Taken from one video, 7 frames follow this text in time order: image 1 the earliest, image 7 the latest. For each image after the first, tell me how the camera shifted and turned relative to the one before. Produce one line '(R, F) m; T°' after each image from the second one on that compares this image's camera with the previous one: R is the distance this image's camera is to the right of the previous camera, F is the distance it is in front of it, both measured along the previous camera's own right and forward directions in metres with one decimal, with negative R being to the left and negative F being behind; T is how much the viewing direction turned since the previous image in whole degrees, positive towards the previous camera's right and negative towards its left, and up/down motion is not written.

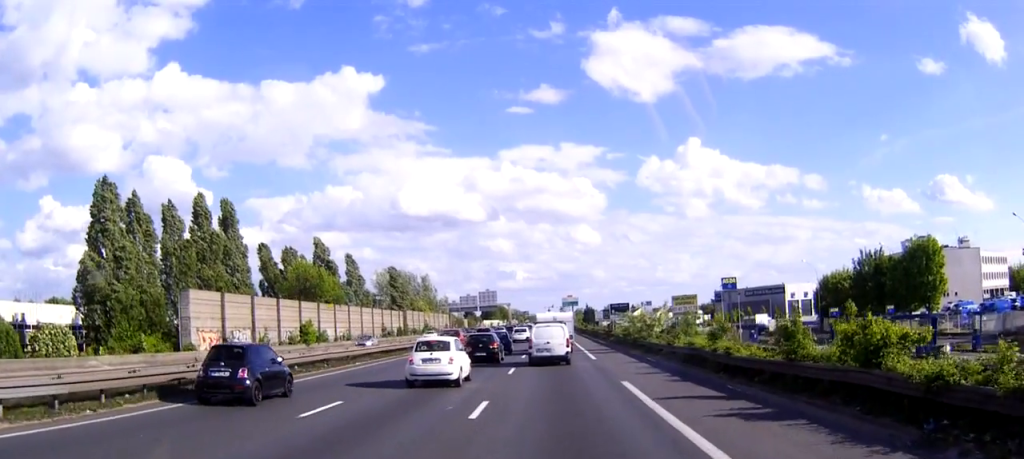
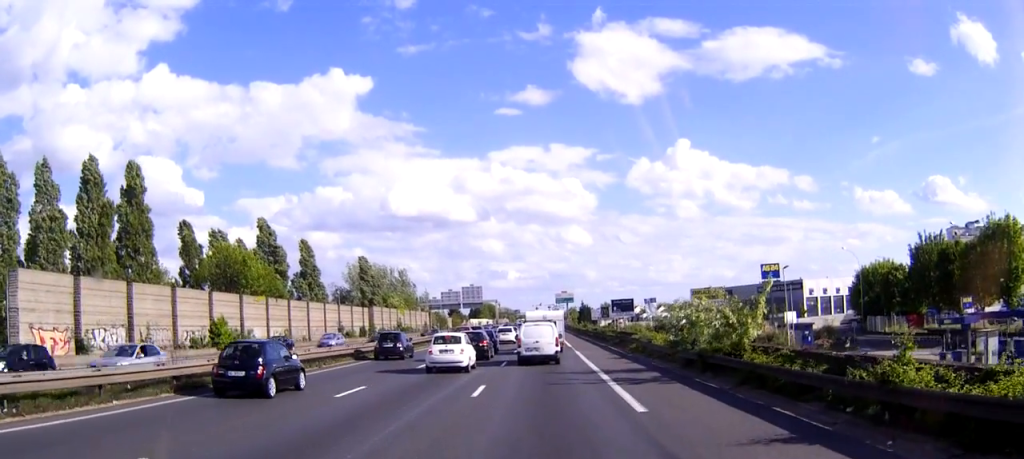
(+0.4, +21.3) m; +2°
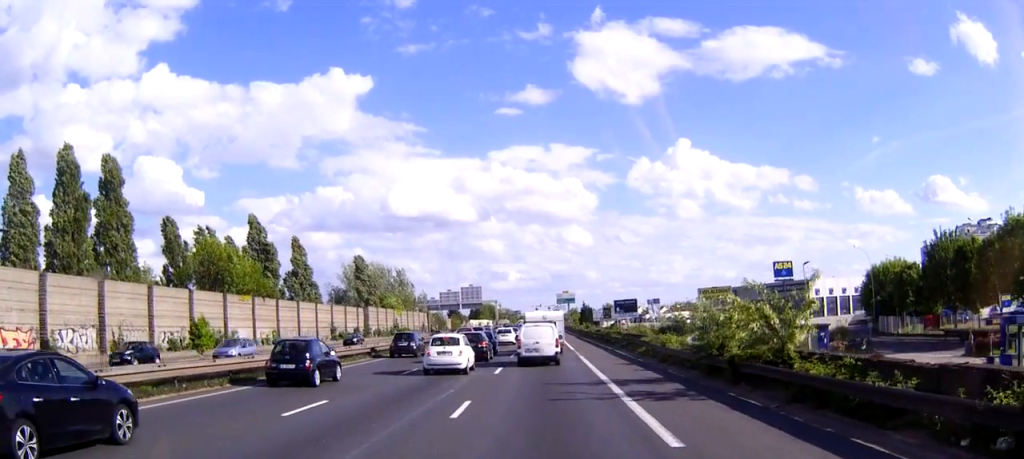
(-0.1, +4.0) m; -1°
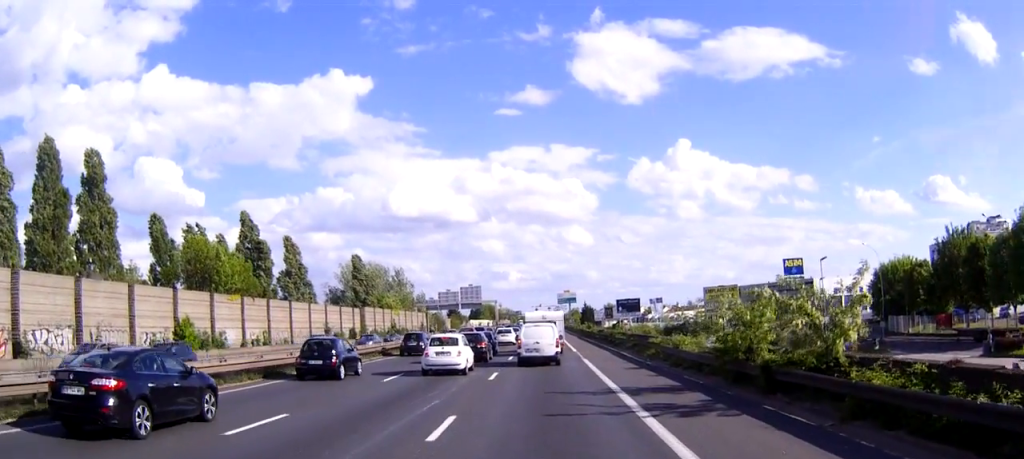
(0.0, +3.0) m; -1°
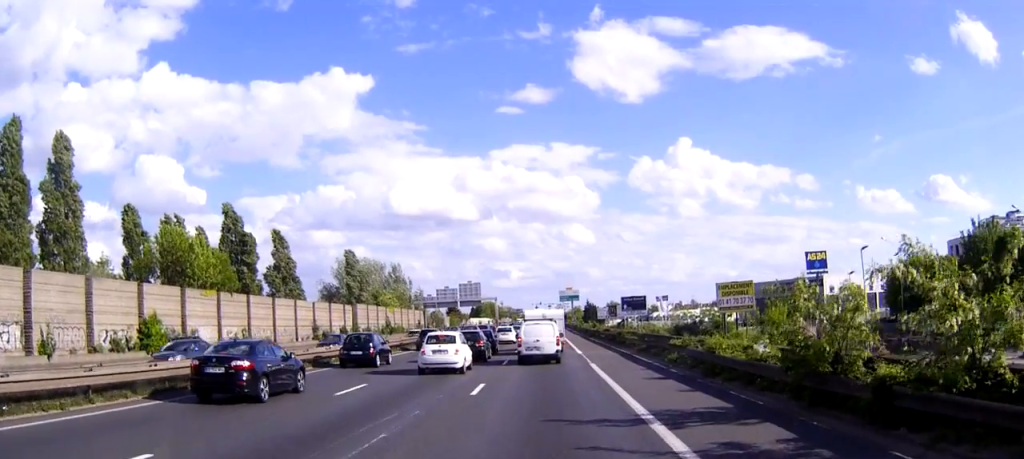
(-0.1, +5.9) m; 0°
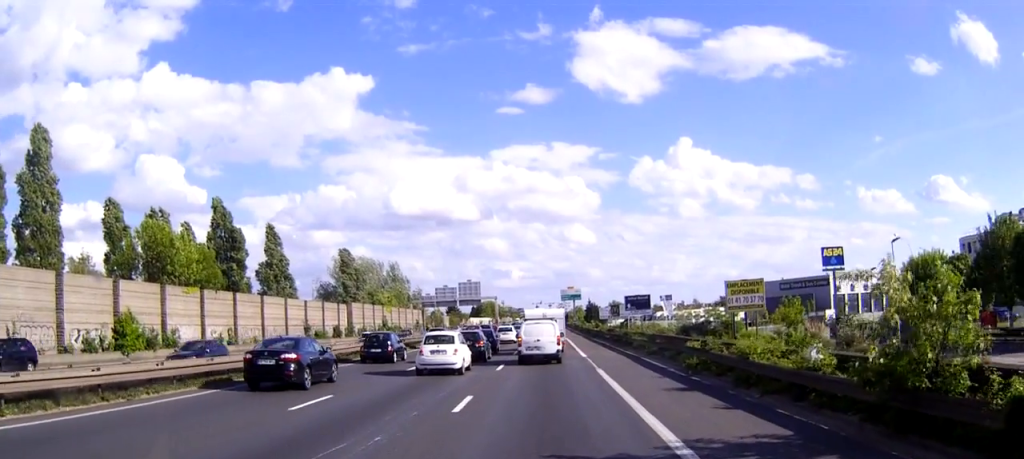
(0.0, +3.6) m; 0°
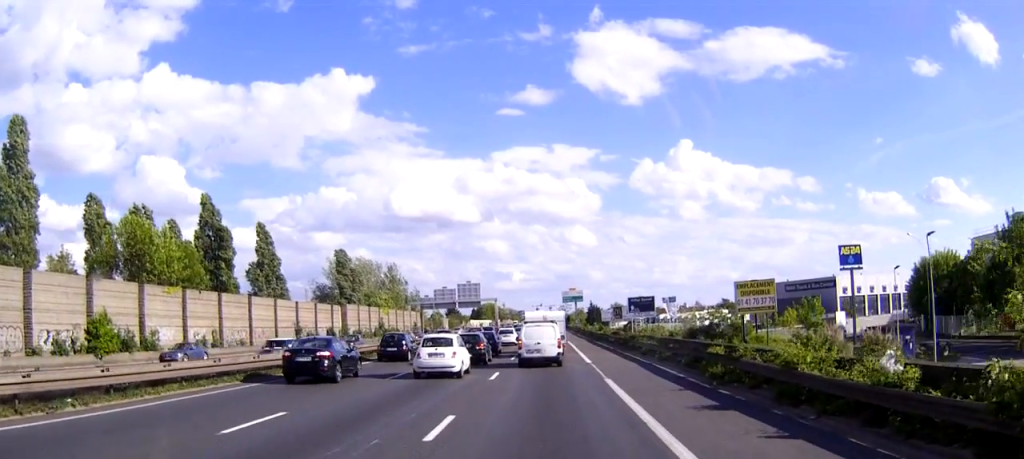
(0.0, +3.6) m; 0°
